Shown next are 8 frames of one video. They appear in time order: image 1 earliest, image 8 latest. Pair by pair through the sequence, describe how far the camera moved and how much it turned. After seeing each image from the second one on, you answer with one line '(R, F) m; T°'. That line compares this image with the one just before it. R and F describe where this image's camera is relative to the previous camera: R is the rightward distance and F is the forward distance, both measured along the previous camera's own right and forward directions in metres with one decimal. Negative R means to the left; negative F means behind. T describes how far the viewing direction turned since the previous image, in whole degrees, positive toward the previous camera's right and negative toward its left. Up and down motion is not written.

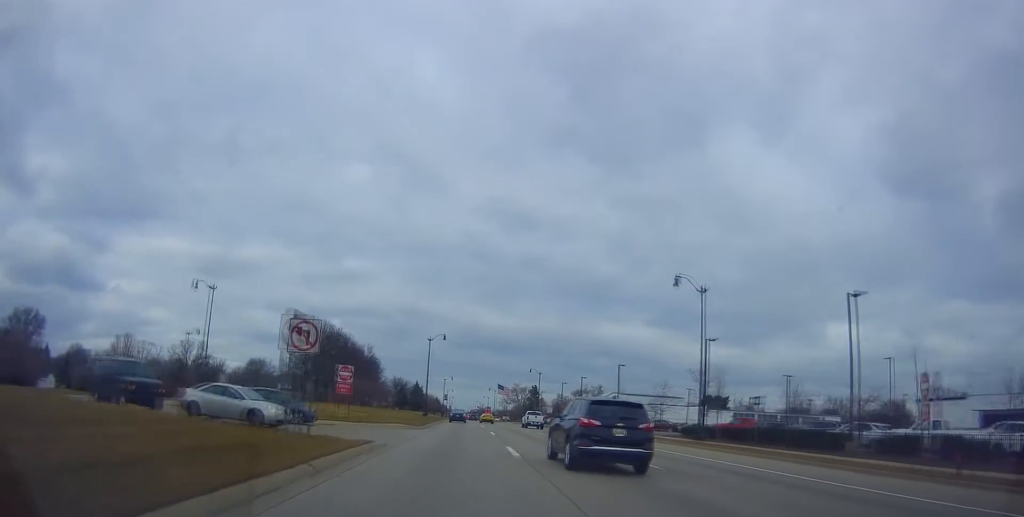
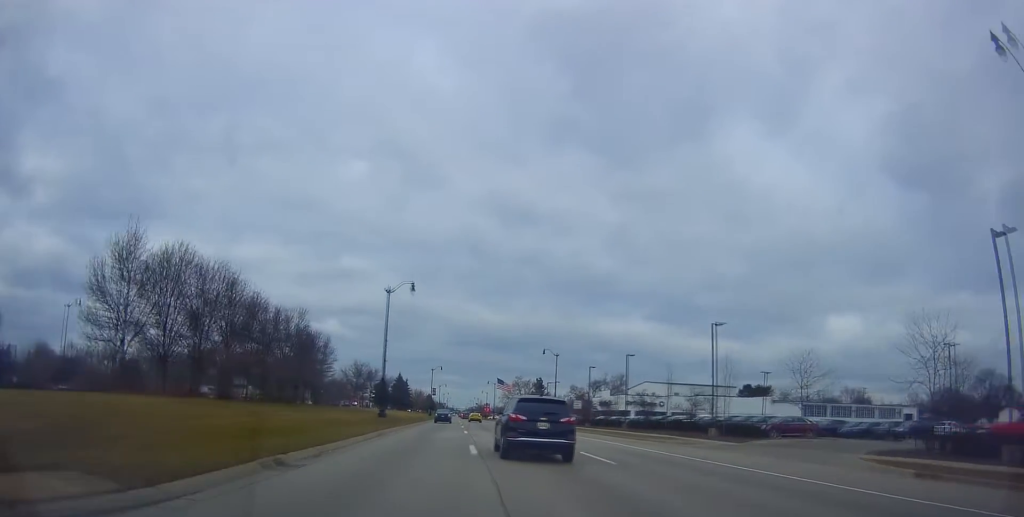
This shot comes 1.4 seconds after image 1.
(-0.1, +31.3) m; 0°
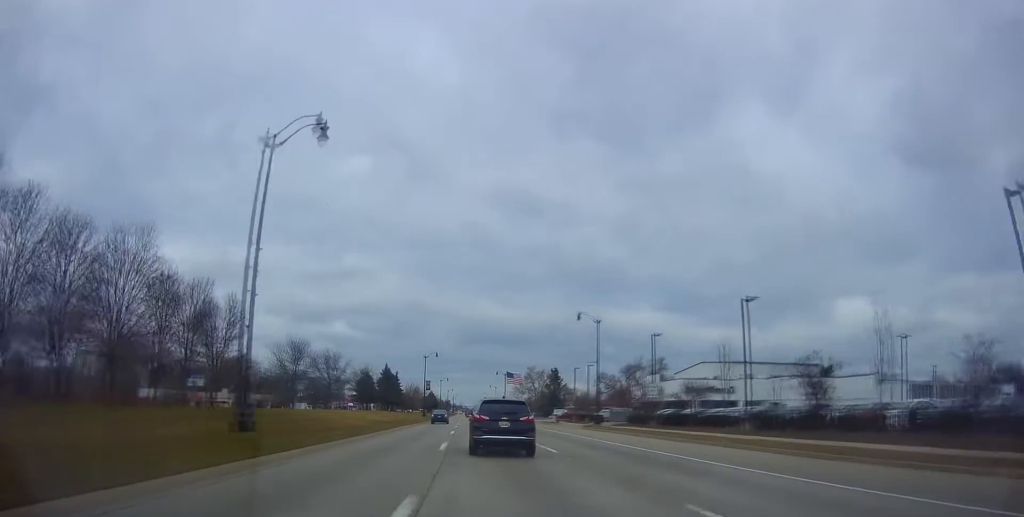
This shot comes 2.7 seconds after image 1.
(0.0, +28.4) m; -1°
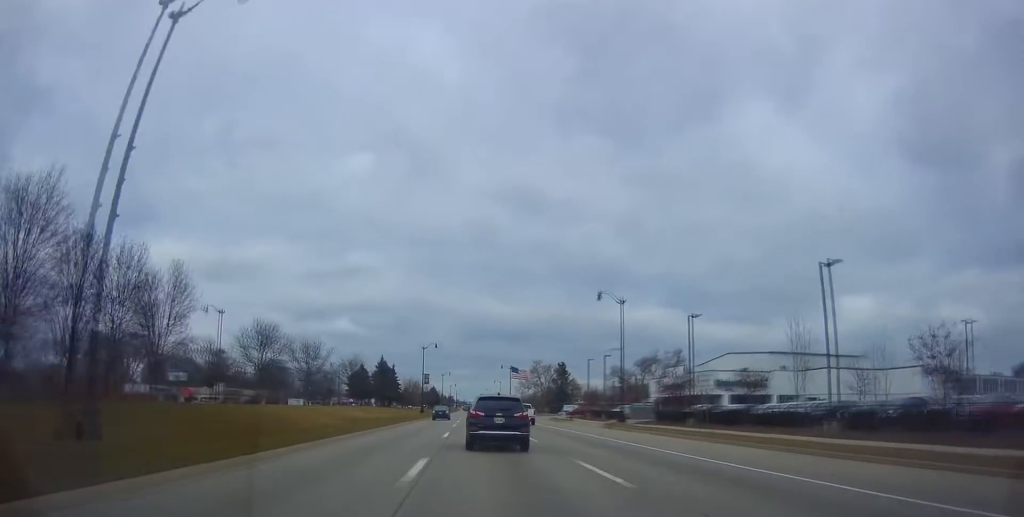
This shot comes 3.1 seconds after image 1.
(+0.1, +9.0) m; 0°
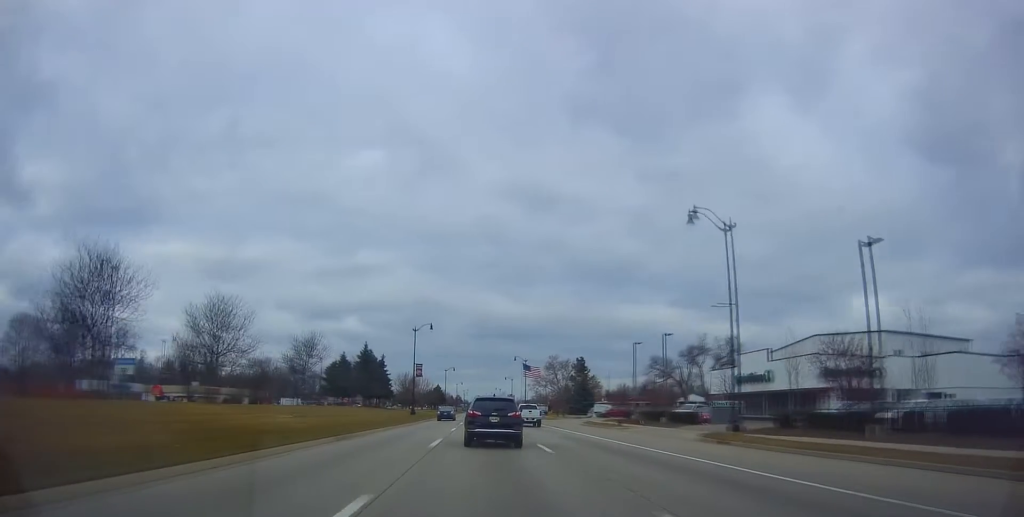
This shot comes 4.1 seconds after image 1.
(-0.4, +21.7) m; -2°
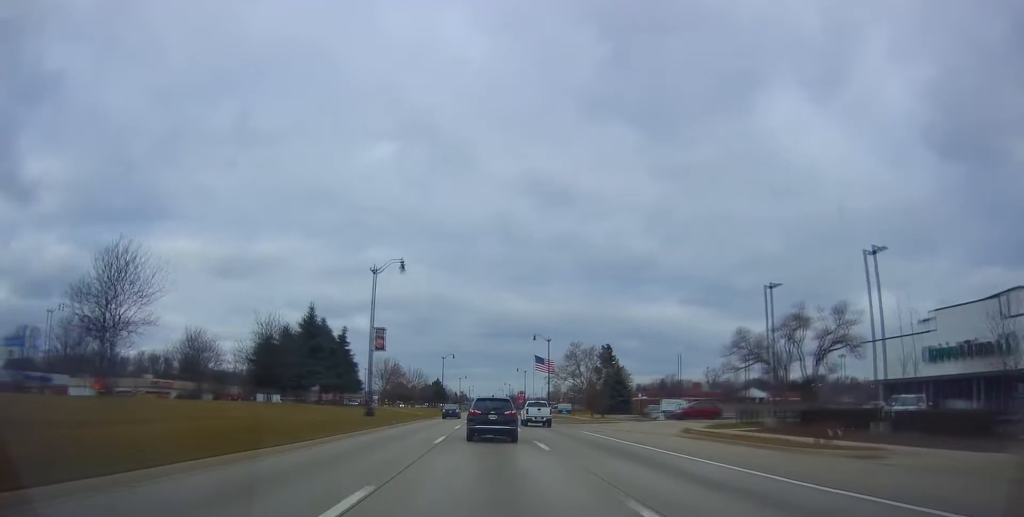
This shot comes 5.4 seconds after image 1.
(0.0, +29.5) m; +1°
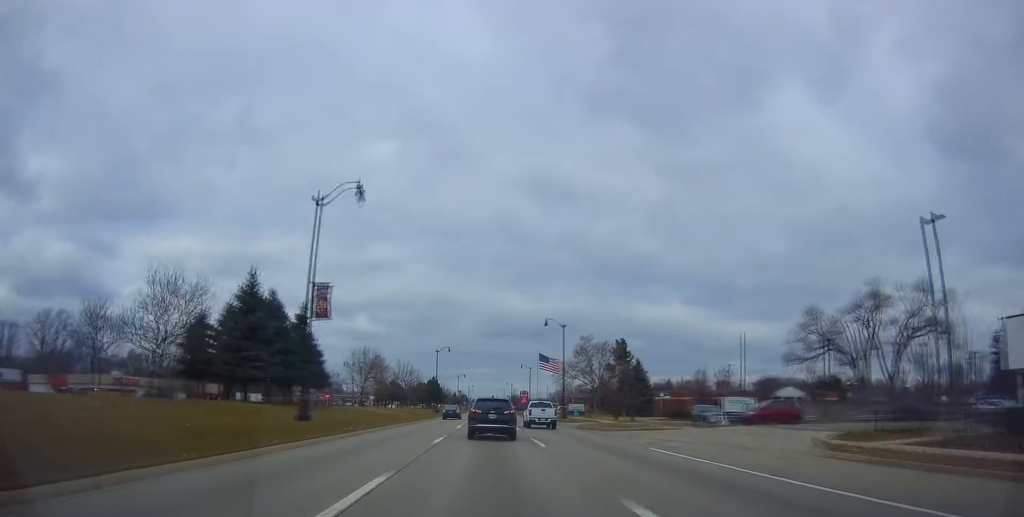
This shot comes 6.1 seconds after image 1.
(+0.5, +14.6) m; 0°
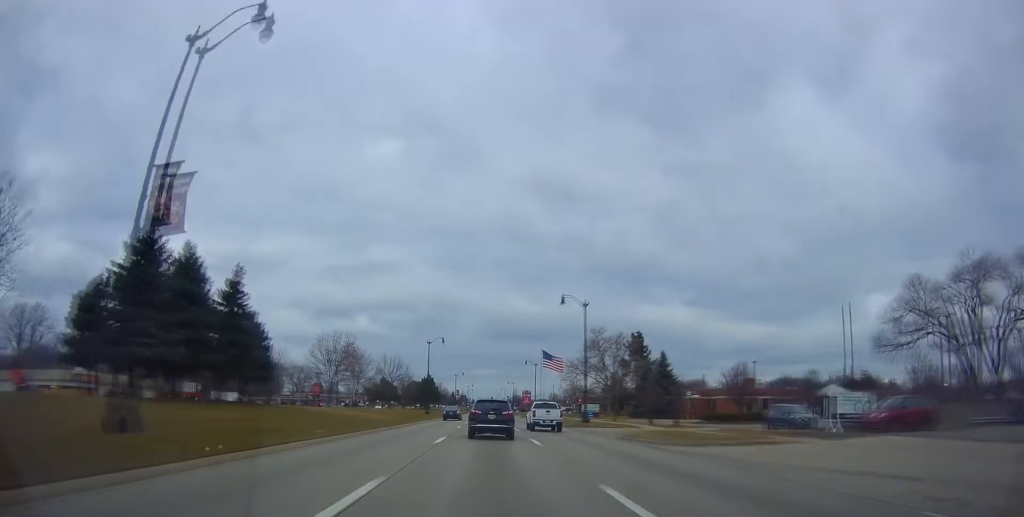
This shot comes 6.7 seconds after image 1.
(-0.5, +13.8) m; -1°
